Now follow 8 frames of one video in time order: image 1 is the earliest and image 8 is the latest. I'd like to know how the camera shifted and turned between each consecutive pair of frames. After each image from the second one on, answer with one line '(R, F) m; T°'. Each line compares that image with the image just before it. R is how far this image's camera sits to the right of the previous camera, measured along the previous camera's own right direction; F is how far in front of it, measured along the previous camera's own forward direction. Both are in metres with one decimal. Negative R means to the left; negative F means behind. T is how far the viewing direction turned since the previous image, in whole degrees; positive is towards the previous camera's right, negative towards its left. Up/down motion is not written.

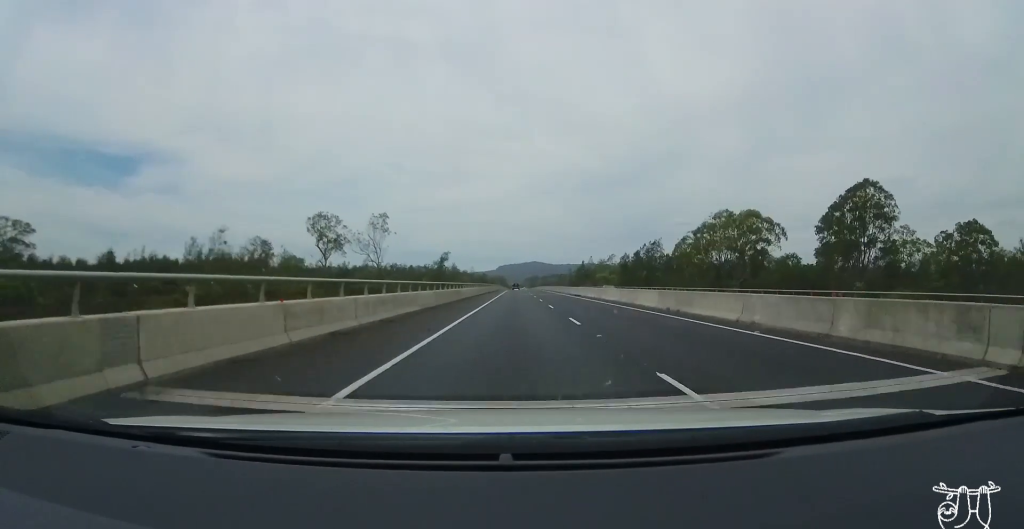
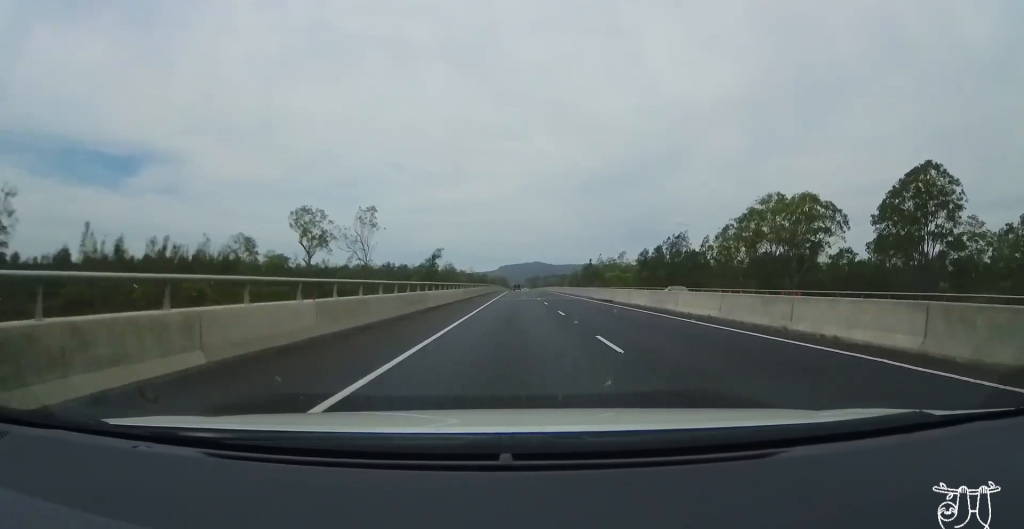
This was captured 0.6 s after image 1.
(-0.1, +17.9) m; +1°
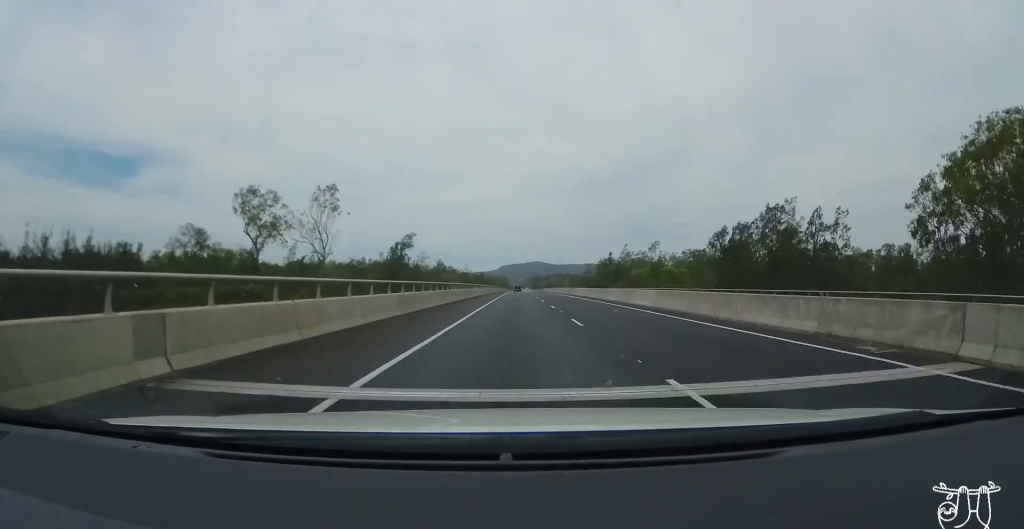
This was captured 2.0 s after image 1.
(+0.8, +40.7) m; +1°
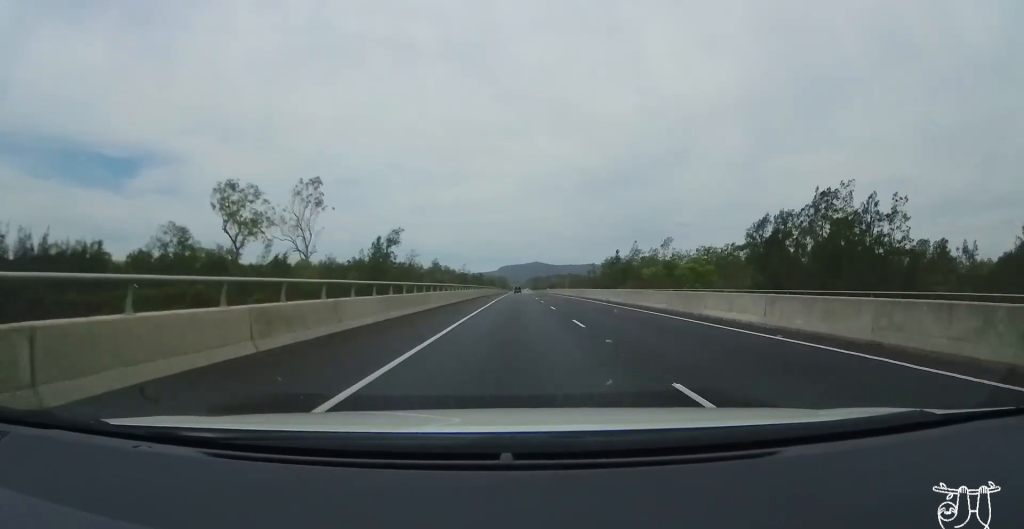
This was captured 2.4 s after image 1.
(+0.1, +12.0) m; 0°
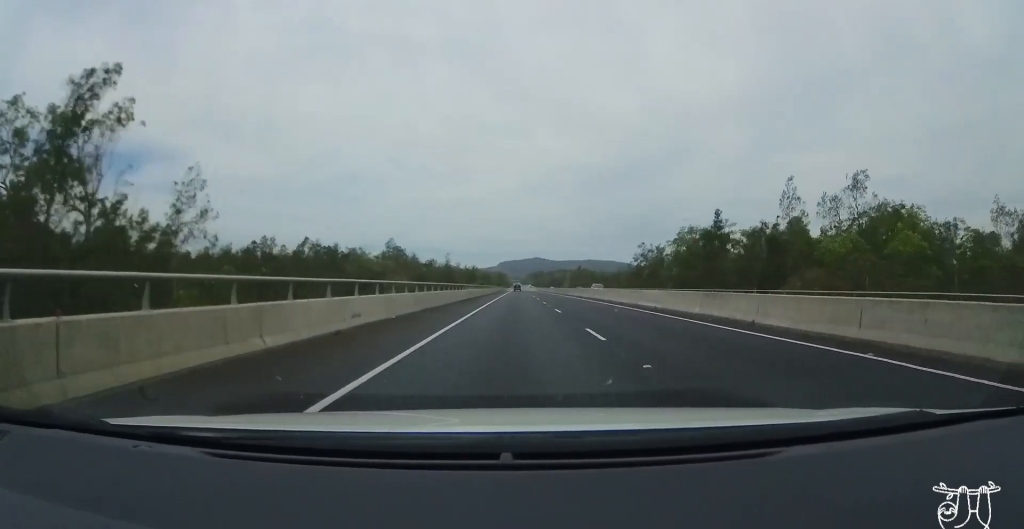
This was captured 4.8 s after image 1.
(-0.4, +74.2) m; 0°
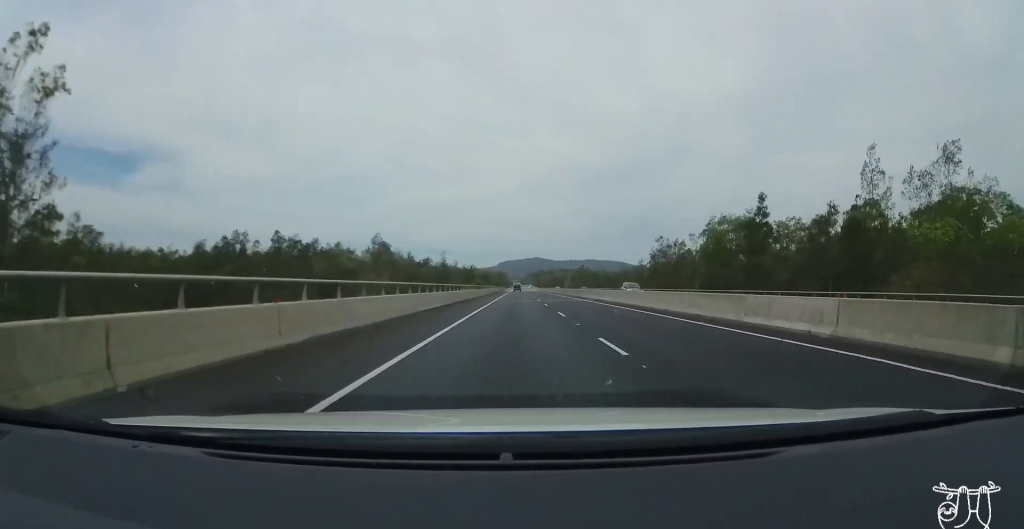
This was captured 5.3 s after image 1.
(0.0, +14.4) m; 0°
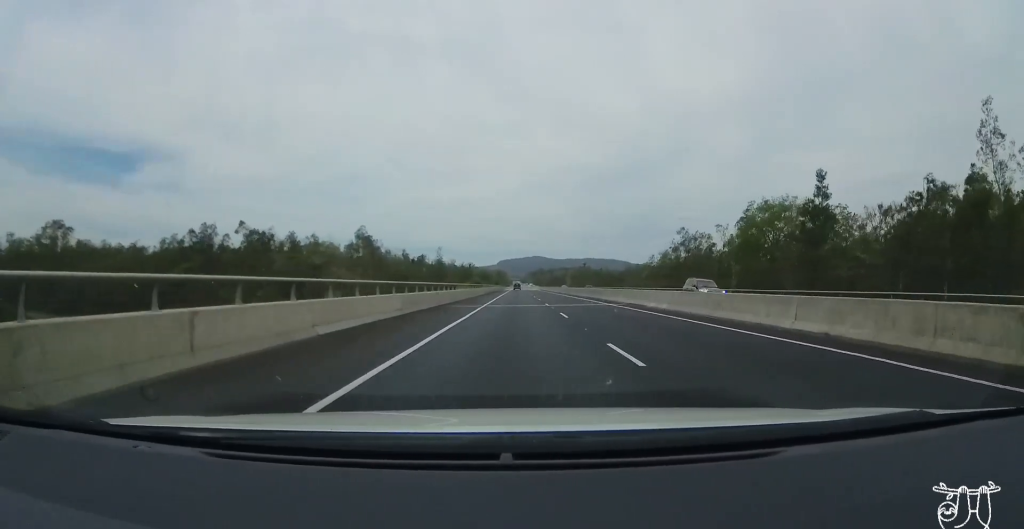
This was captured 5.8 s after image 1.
(0.0, +13.3) m; 0°
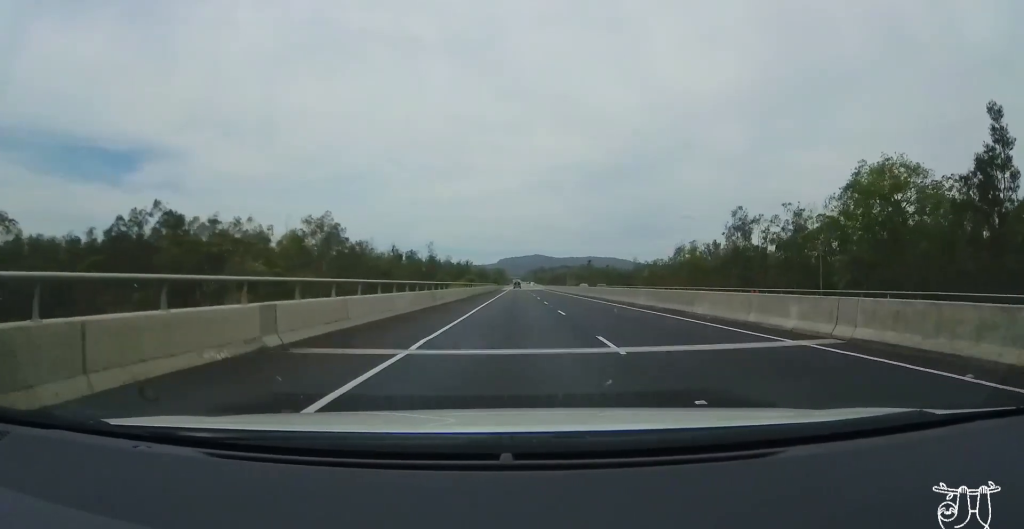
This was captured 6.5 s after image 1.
(0.0, +21.7) m; 0°
